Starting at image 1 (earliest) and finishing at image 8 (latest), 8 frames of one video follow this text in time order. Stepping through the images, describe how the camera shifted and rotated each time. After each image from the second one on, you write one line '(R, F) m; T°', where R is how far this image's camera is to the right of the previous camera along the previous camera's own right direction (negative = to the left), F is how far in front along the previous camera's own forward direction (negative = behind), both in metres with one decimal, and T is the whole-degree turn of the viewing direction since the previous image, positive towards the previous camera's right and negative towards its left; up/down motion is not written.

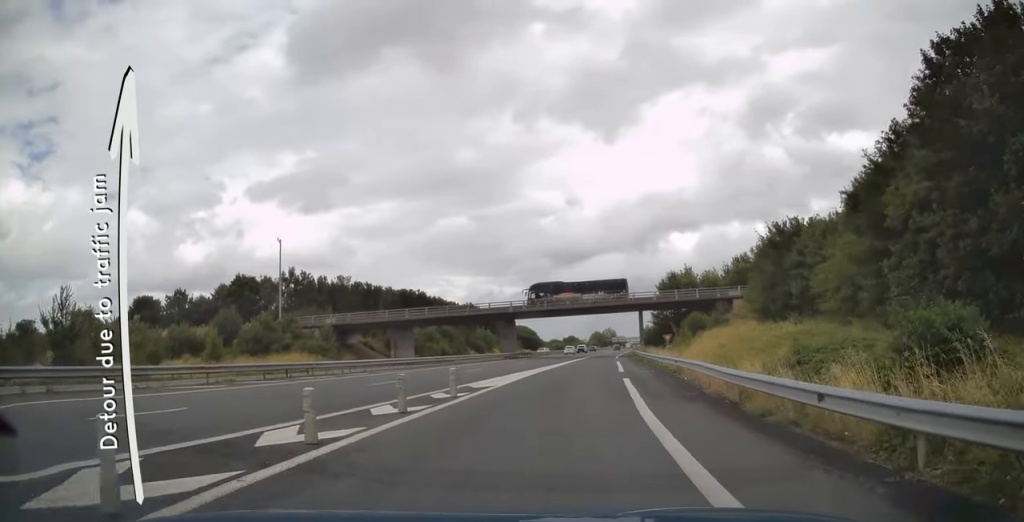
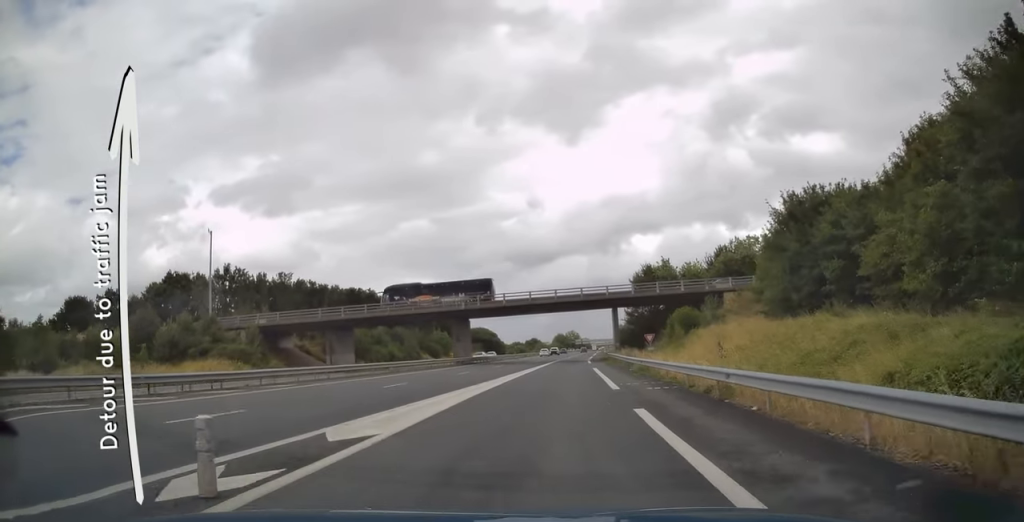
(+0.5, +10.0) m; +5°
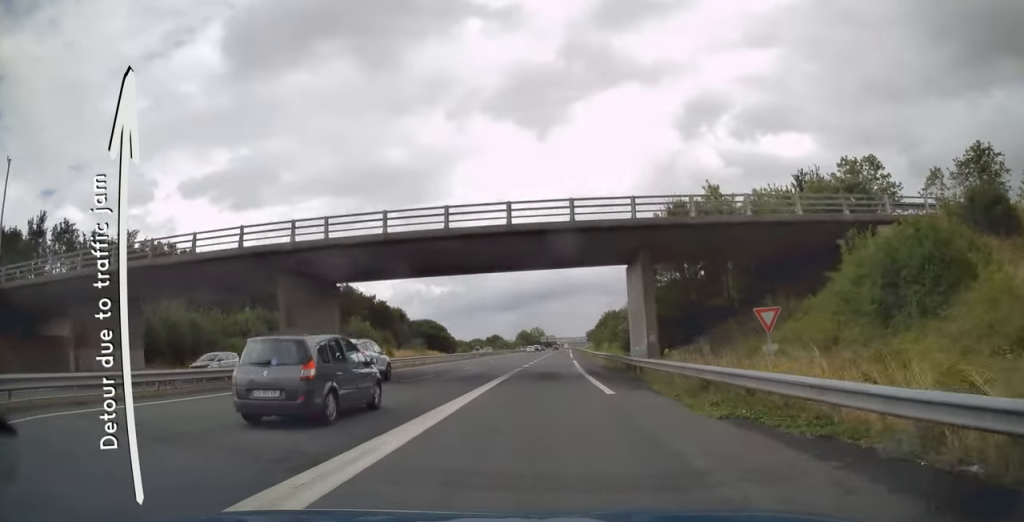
(+3.1, +33.5) m; +8°
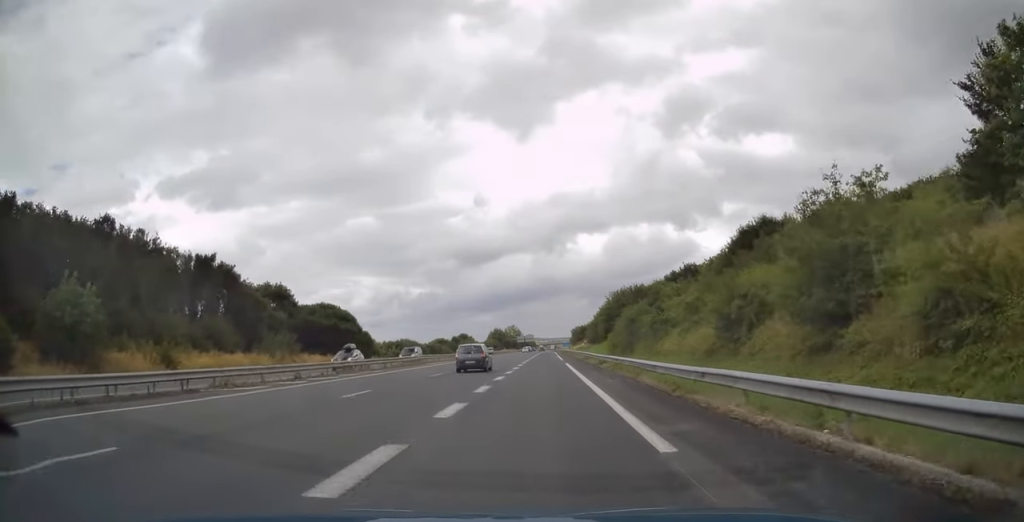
(+2.6, +59.1) m; +3°
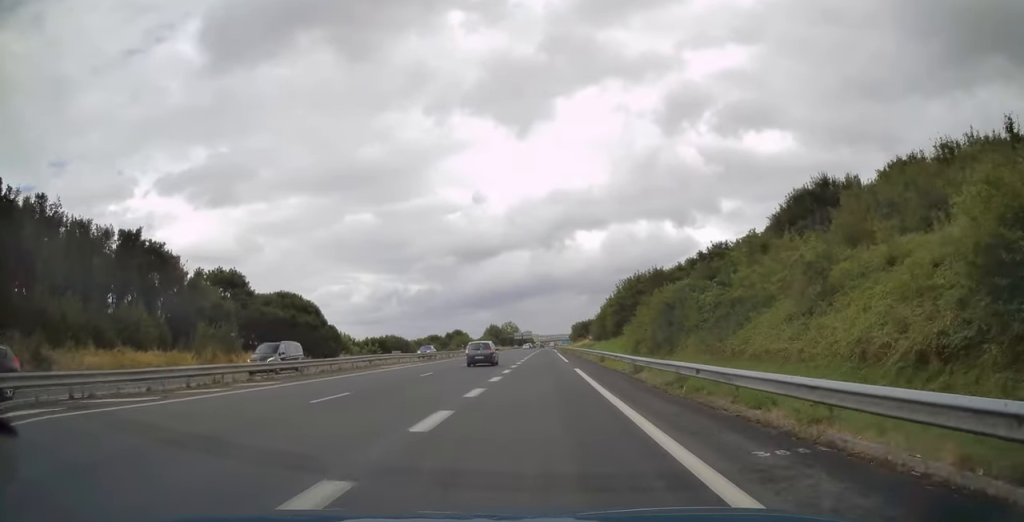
(-0.2, +14.9) m; 0°
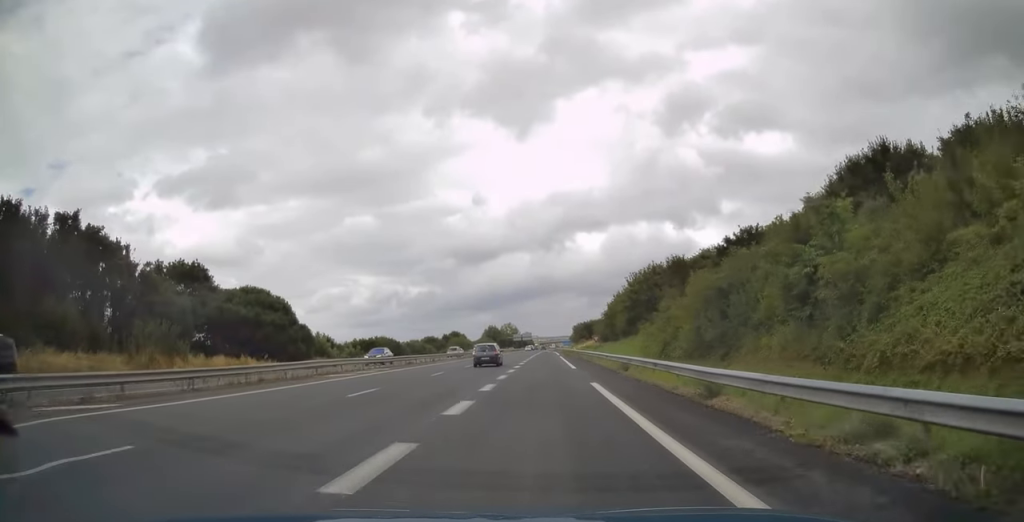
(0.0, +10.0) m; 0°
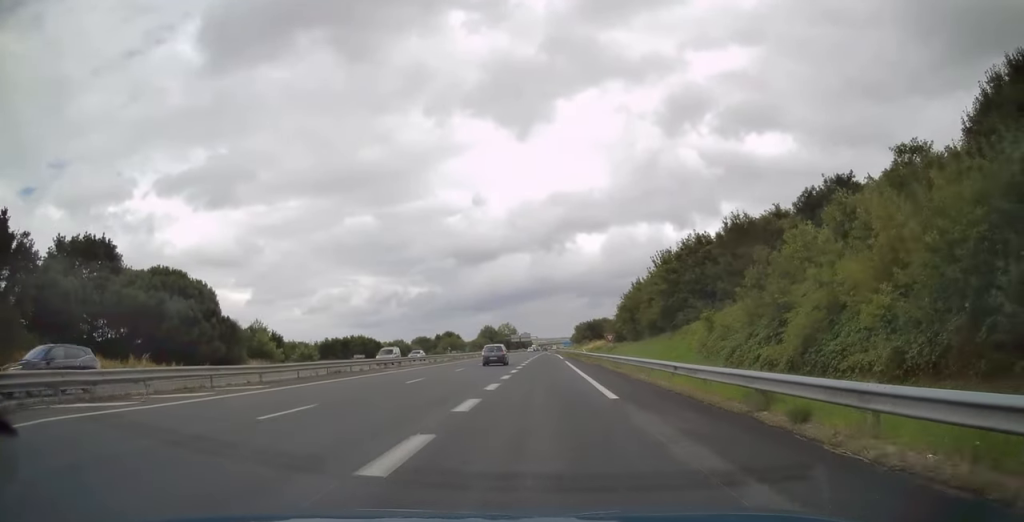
(+0.1, +18.3) m; 0°
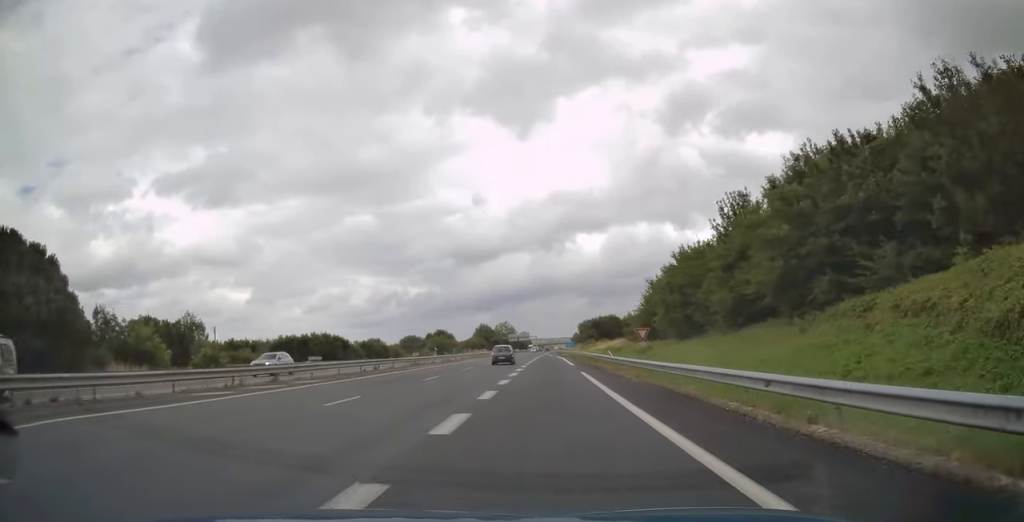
(+0.2, +22.2) m; 0°
